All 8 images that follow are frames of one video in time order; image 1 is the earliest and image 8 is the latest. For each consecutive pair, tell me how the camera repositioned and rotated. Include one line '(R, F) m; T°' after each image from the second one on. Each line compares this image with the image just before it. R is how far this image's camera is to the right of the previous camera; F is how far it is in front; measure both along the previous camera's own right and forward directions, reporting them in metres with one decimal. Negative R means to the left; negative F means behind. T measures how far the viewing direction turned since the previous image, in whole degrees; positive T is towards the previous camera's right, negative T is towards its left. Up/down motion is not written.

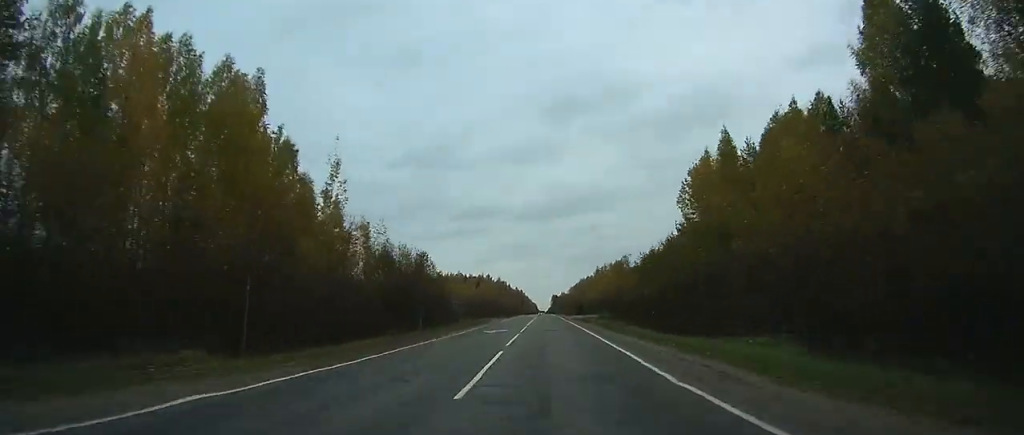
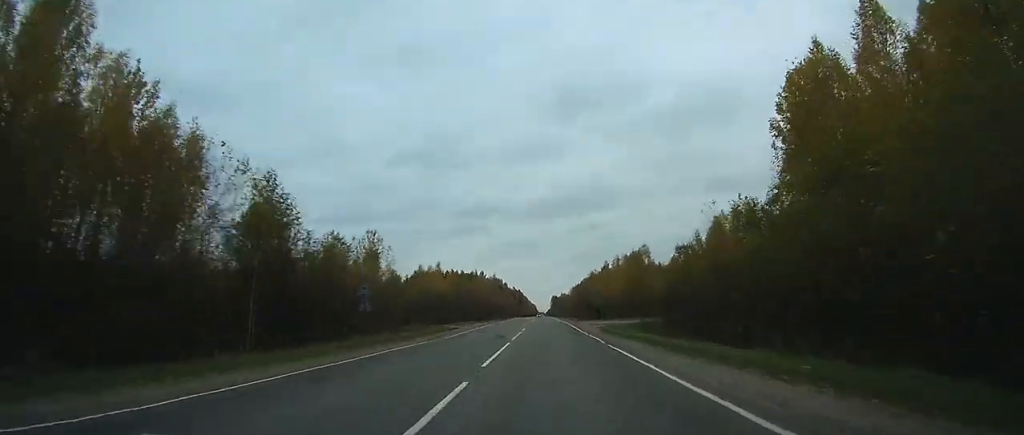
(0.0, +32.8) m; 0°
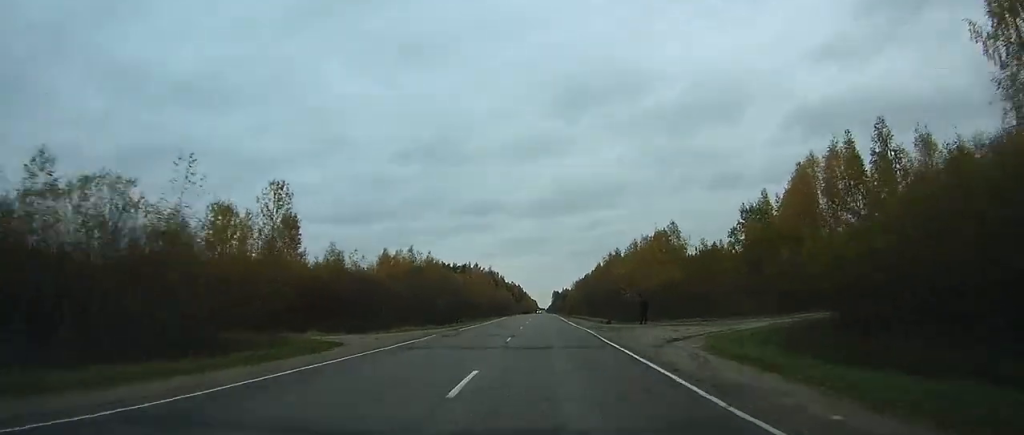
(0.0, +29.4) m; 0°
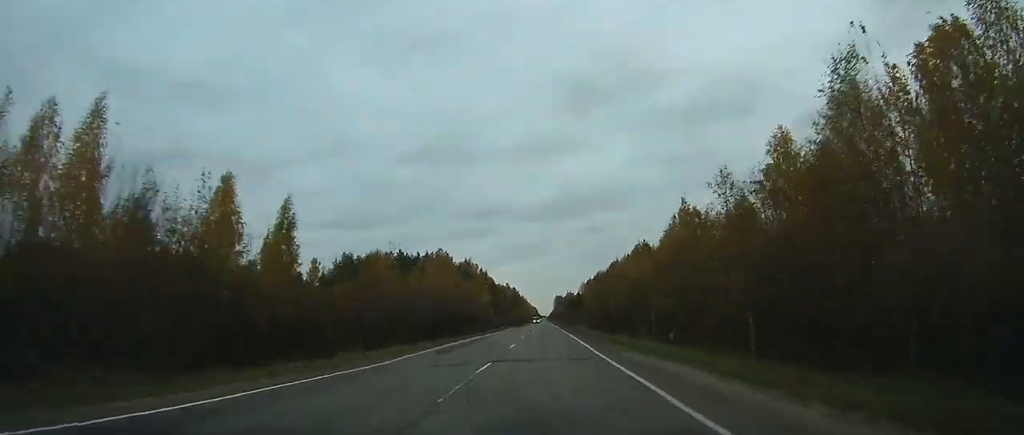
(-0.1, +79.4) m; 0°
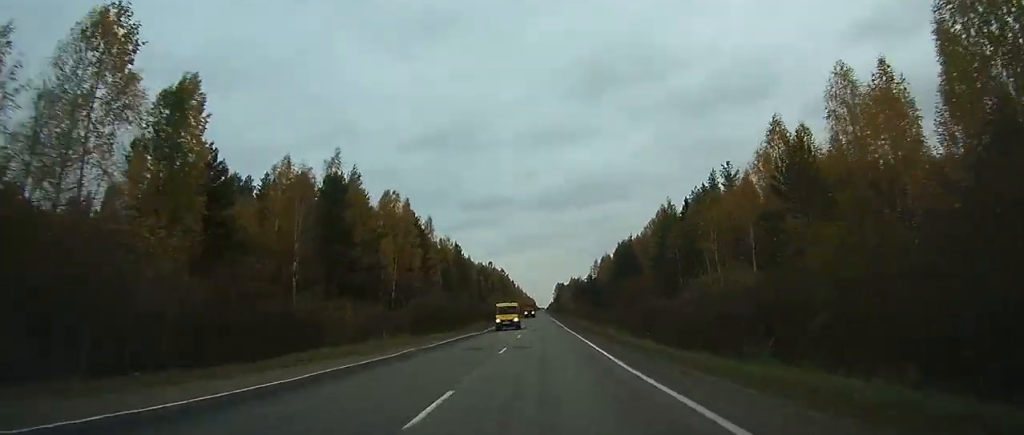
(+0.2, +87.5) m; 0°
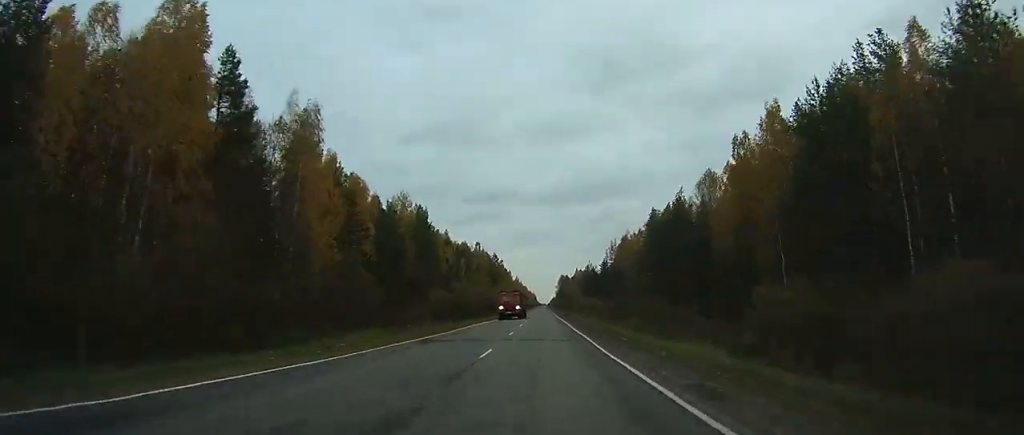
(+0.1, +52.5) m; 0°
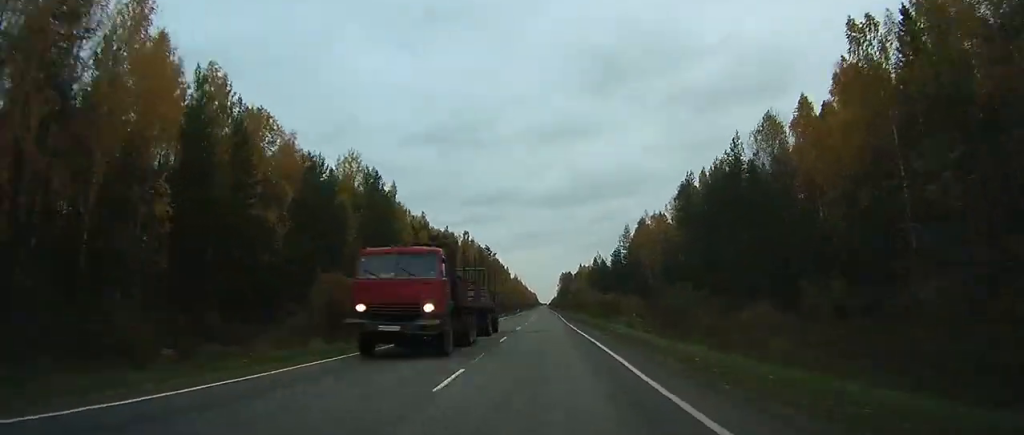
(0.0, +31.0) m; 0°
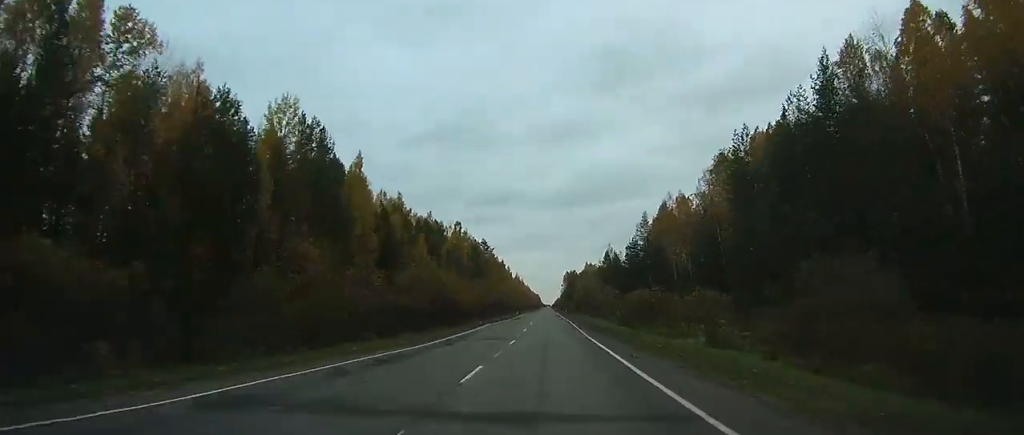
(0.0, +23.3) m; 0°
